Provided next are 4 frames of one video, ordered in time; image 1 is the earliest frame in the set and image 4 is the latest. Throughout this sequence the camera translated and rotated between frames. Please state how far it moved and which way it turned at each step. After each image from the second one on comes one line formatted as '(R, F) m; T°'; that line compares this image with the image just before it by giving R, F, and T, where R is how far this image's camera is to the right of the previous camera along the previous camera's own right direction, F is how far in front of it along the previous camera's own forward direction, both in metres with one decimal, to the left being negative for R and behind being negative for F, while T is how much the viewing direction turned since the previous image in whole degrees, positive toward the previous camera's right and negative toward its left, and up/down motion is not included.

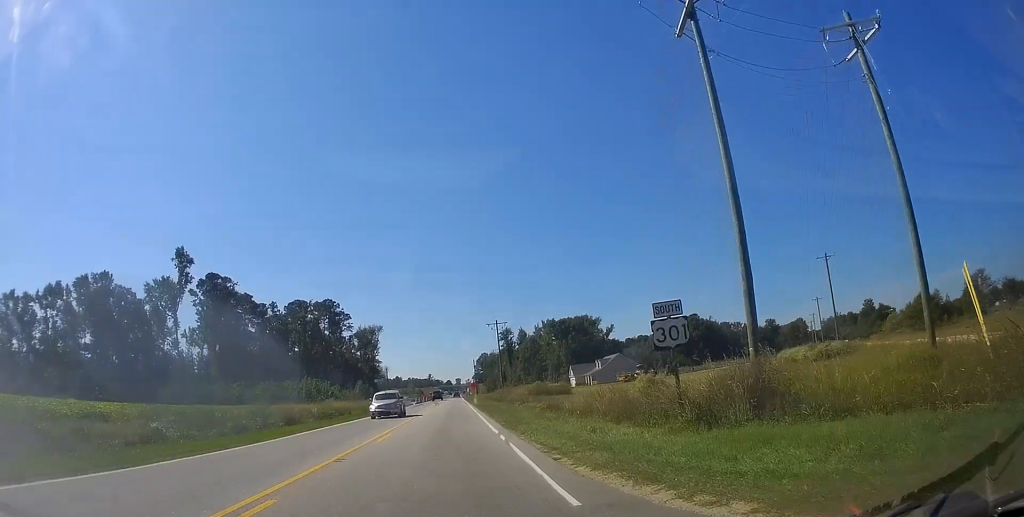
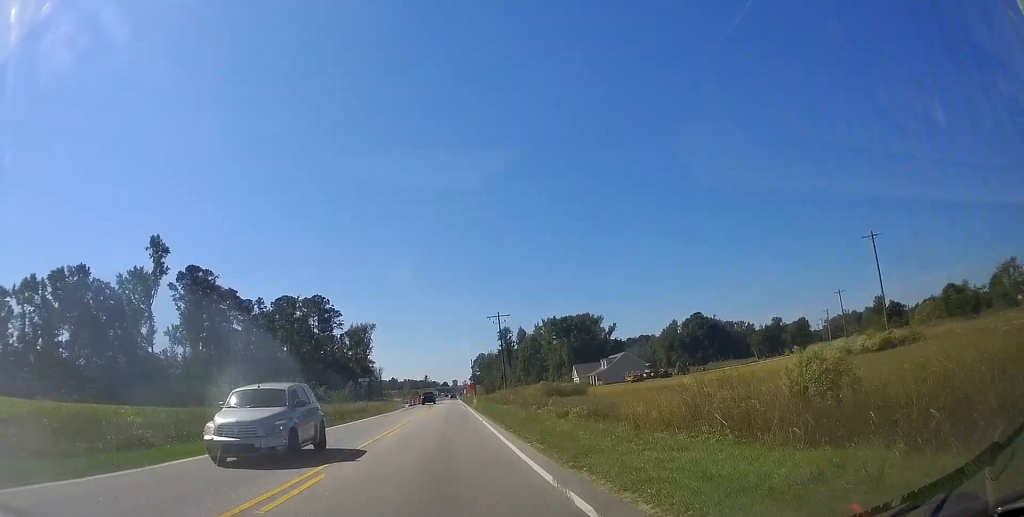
(-0.3, +7.6) m; -1°
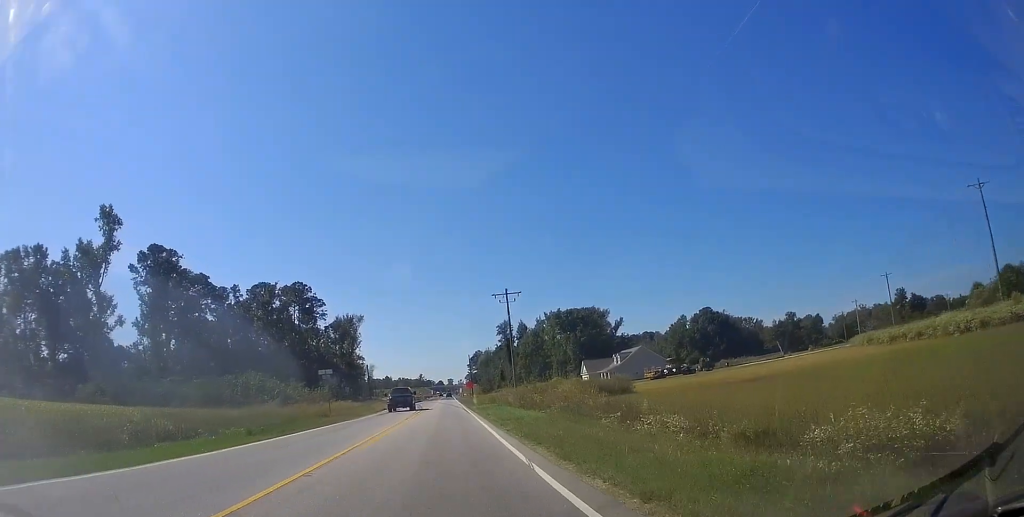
(+0.4, +14.8) m; +1°
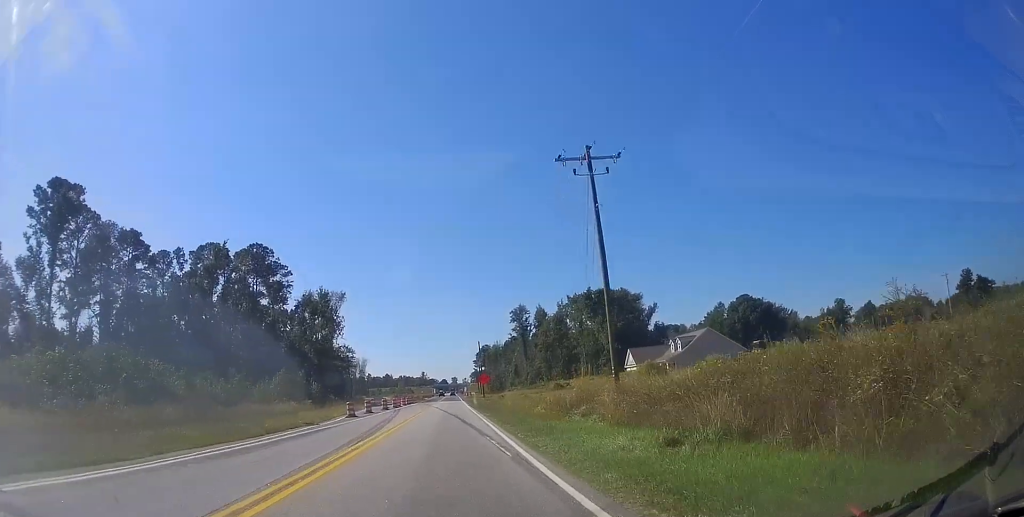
(0.0, +32.9) m; -1°
